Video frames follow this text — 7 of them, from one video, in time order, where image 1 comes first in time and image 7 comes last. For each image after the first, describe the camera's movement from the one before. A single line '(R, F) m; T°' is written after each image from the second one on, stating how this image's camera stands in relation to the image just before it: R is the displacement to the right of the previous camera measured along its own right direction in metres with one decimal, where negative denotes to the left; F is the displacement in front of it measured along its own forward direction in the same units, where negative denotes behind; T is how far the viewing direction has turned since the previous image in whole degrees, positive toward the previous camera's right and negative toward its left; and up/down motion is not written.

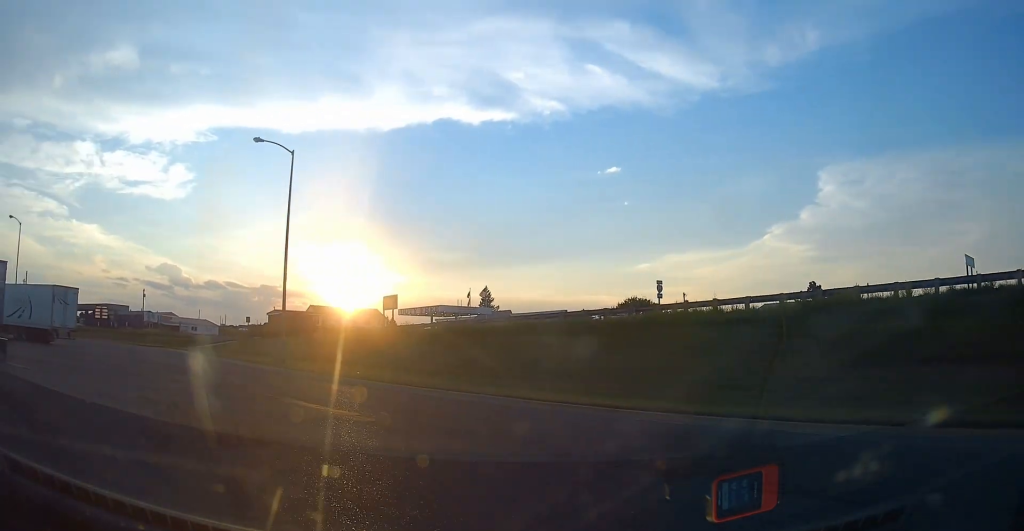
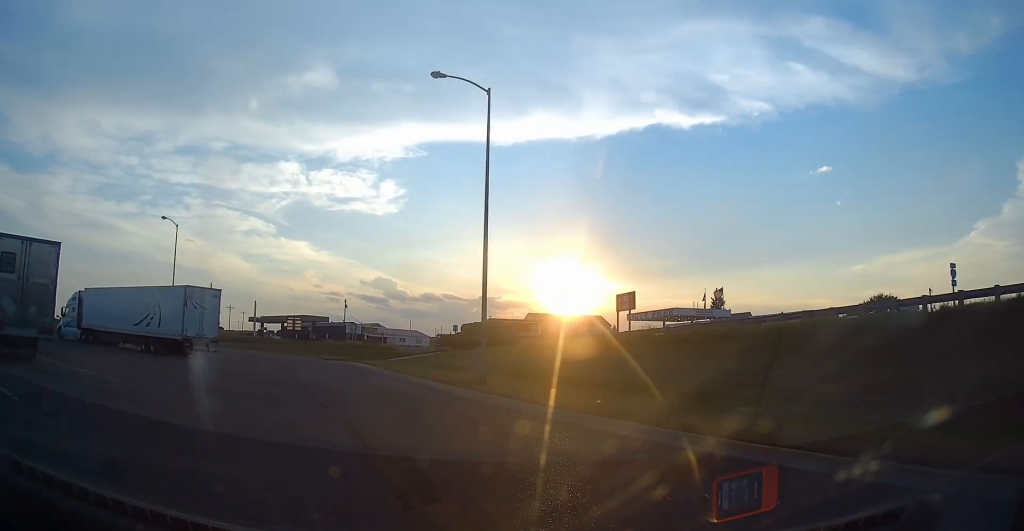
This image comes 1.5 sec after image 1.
(-2.4, +10.1) m; -23°
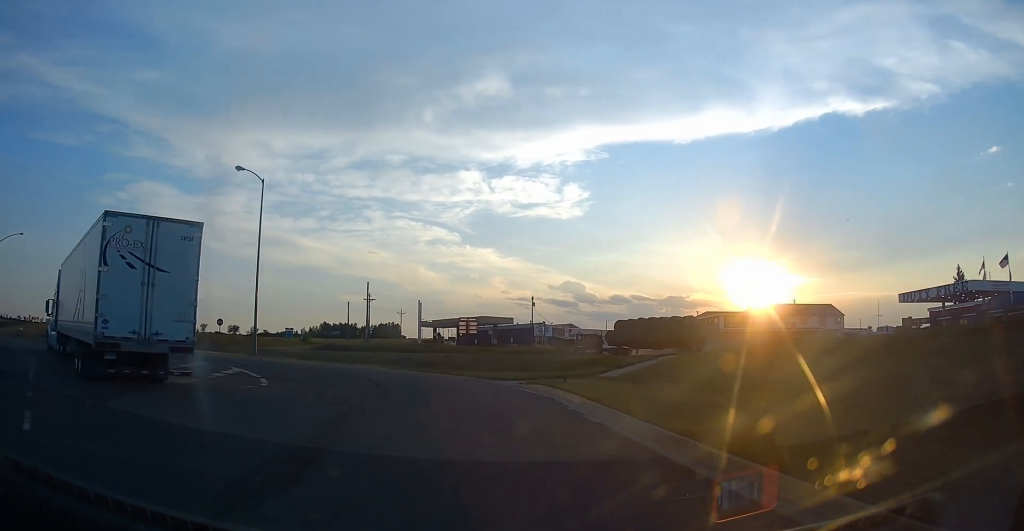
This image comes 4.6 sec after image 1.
(-5.2, +23.9) m; -20°
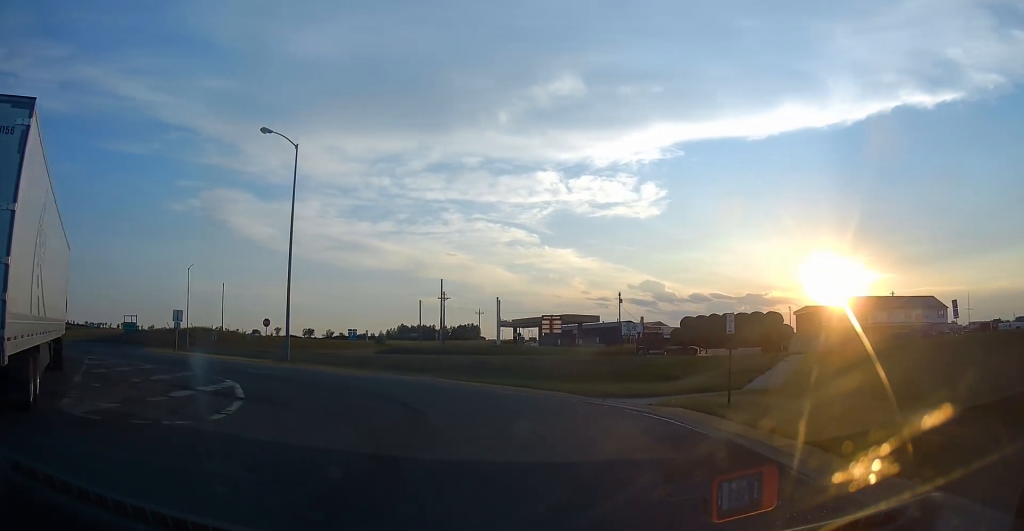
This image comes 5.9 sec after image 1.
(-0.7, +9.7) m; -8°
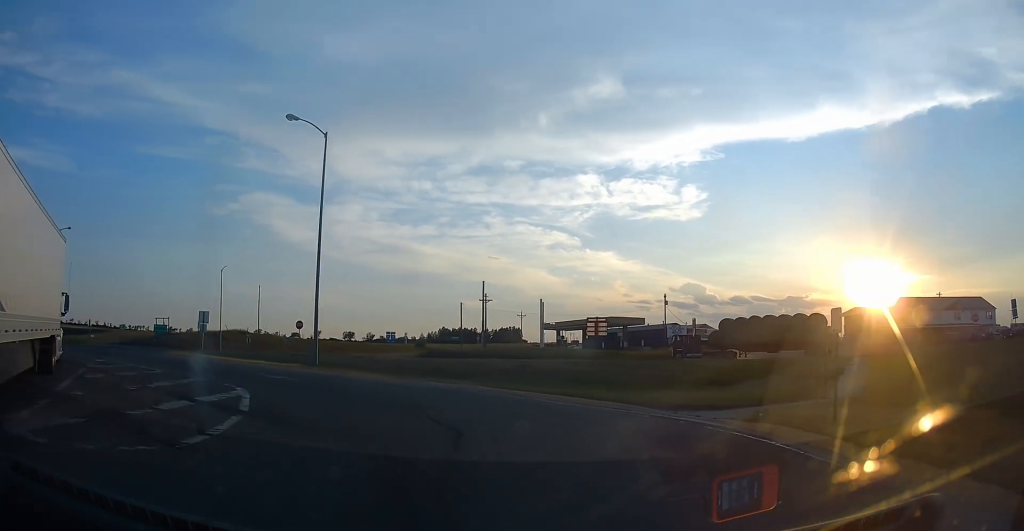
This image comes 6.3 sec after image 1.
(-0.1, +3.0) m; -3°
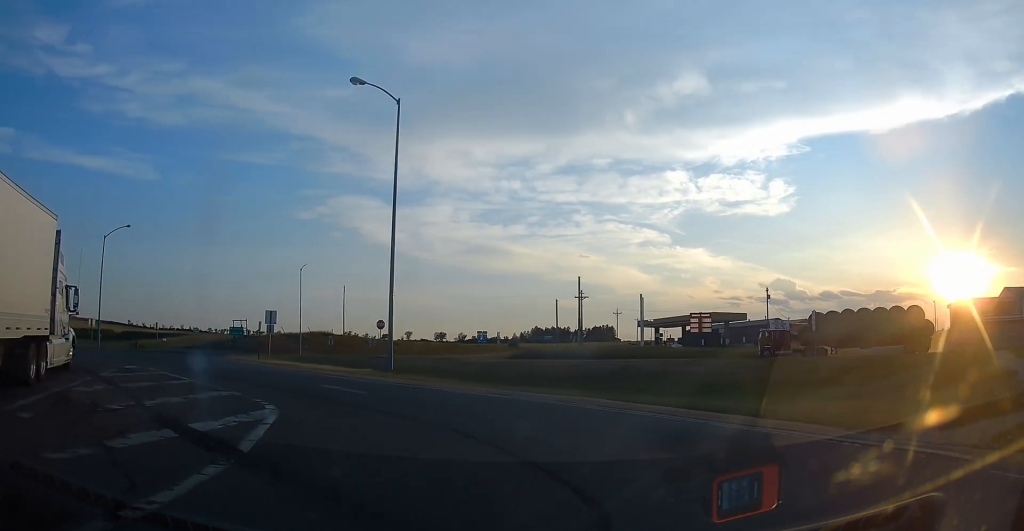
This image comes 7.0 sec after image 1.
(-0.3, +5.6) m; -6°
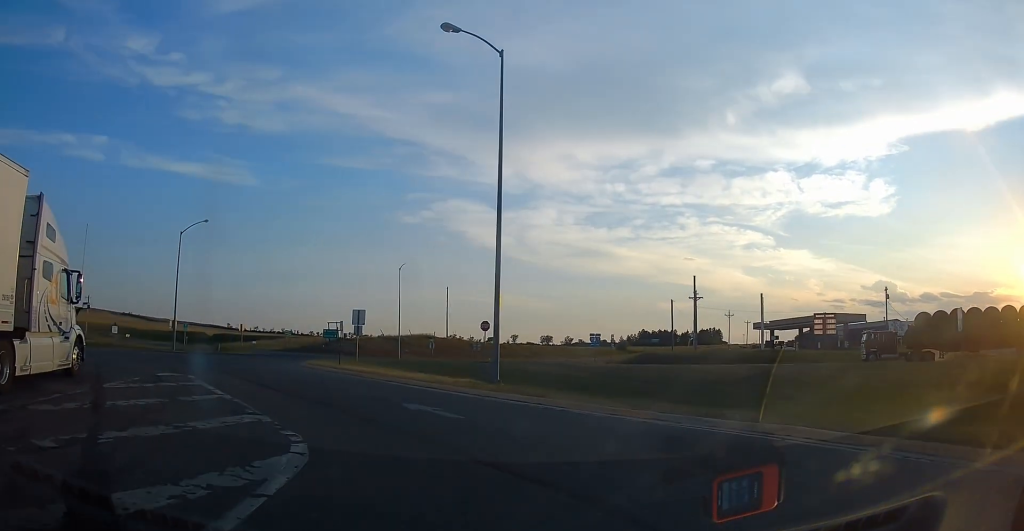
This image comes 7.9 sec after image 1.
(-0.3, +5.9) m; -8°
